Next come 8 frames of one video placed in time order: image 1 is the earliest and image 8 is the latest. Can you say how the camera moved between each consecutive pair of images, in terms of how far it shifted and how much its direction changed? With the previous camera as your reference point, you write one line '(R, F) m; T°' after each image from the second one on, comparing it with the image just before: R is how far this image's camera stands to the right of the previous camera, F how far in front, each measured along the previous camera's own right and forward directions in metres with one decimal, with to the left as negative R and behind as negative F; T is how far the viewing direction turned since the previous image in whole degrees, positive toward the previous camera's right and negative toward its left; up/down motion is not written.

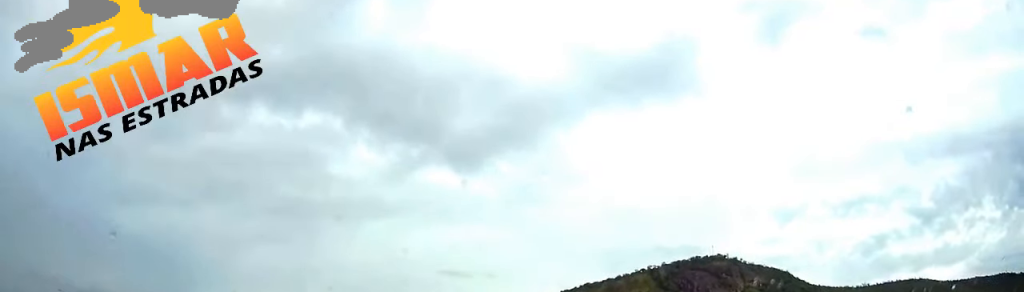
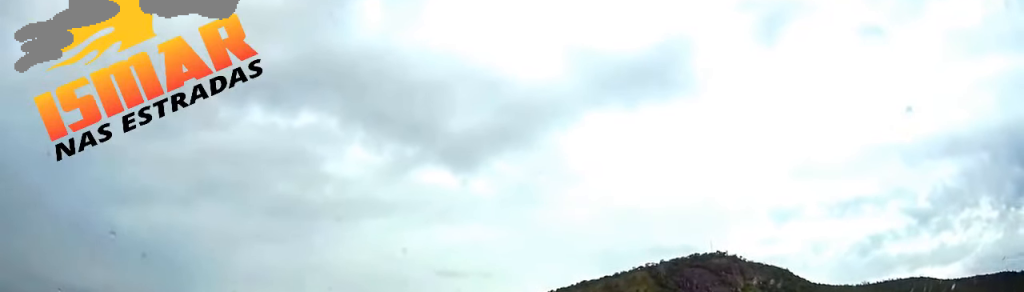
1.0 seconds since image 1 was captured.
(+0.1, +21.8) m; 0°
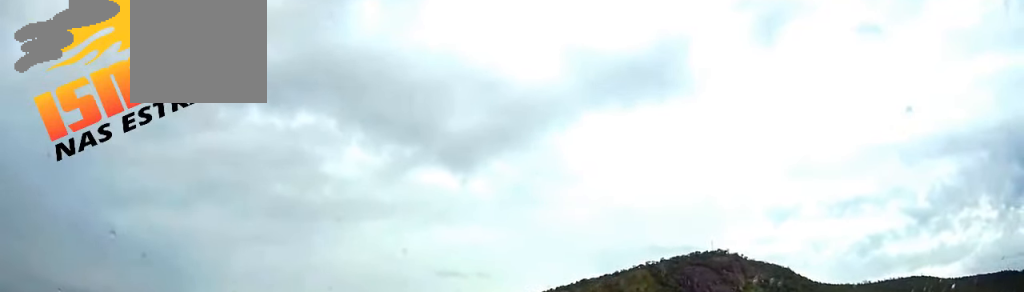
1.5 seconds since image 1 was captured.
(0.0, +11.3) m; 0°
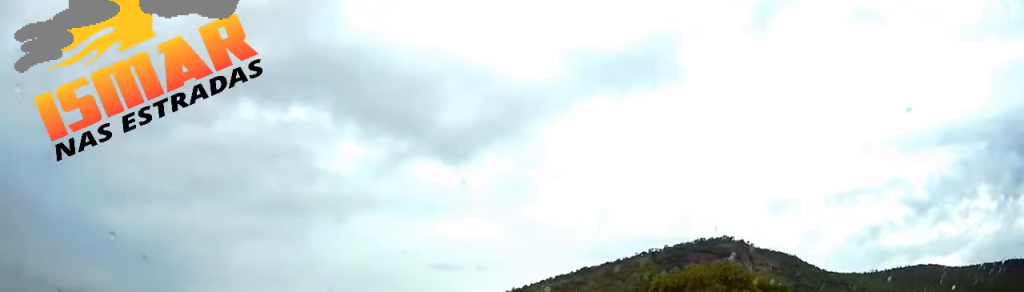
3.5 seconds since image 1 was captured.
(+0.1, +43.4) m; 0°
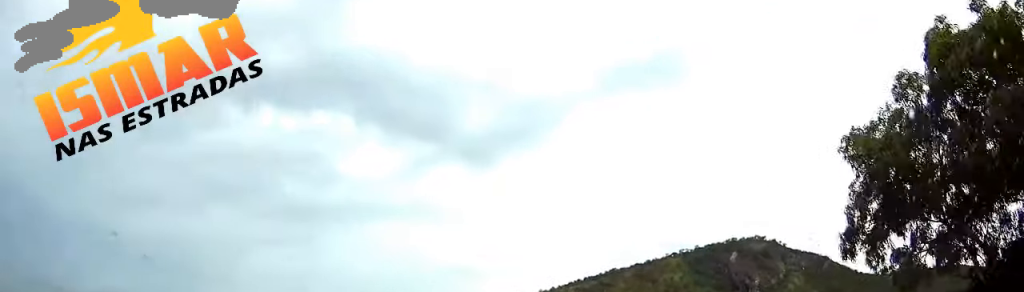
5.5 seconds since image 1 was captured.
(-0.3, +32.3) m; -2°
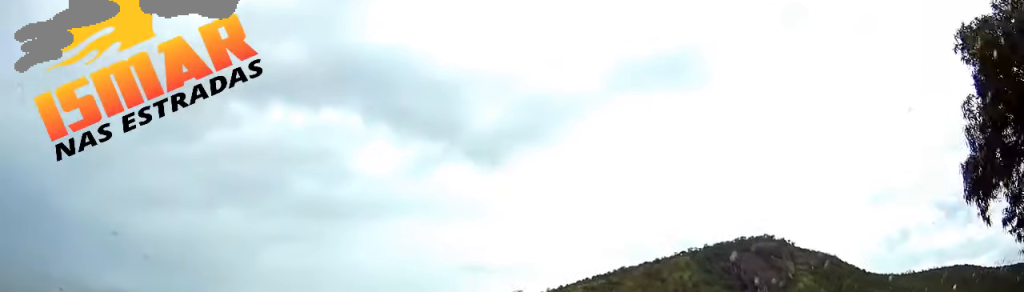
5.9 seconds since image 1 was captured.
(0.0, +5.6) m; 0°
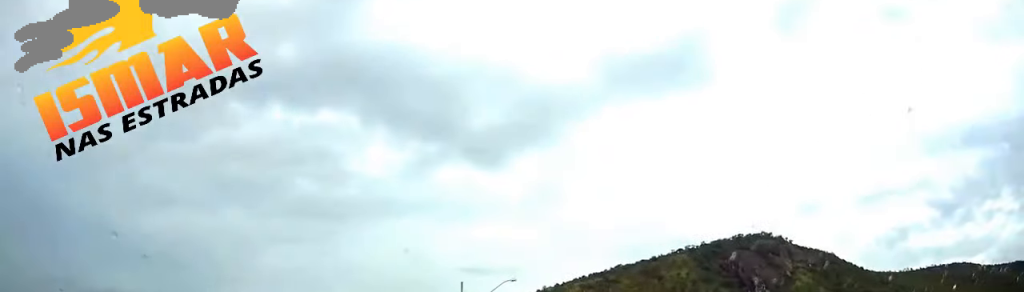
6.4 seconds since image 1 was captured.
(0.0, +5.5) m; 0°
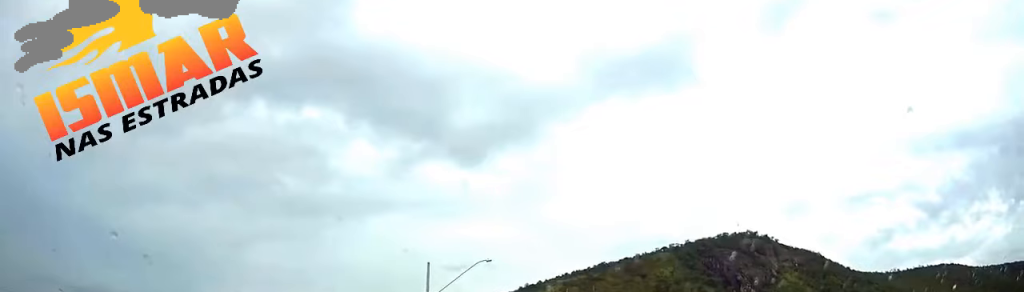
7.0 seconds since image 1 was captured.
(-0.1, +8.2) m; 0°
